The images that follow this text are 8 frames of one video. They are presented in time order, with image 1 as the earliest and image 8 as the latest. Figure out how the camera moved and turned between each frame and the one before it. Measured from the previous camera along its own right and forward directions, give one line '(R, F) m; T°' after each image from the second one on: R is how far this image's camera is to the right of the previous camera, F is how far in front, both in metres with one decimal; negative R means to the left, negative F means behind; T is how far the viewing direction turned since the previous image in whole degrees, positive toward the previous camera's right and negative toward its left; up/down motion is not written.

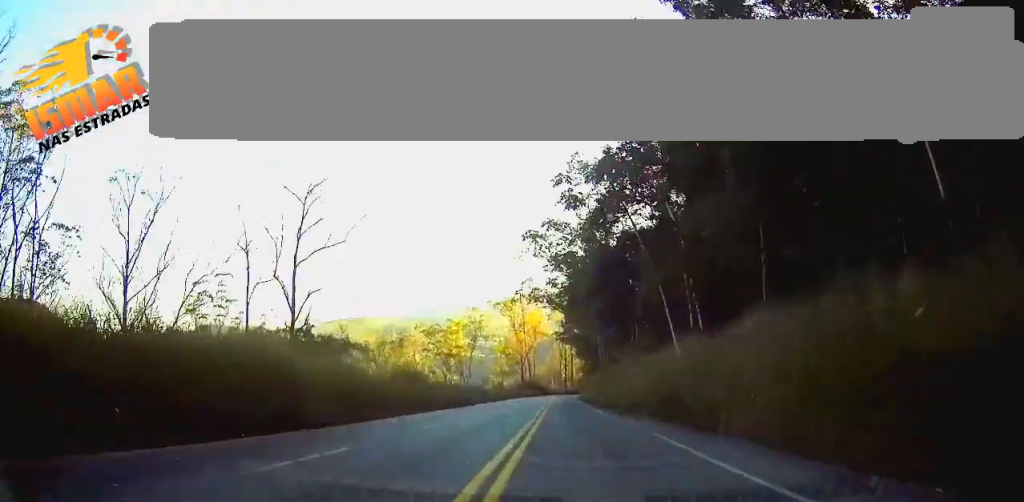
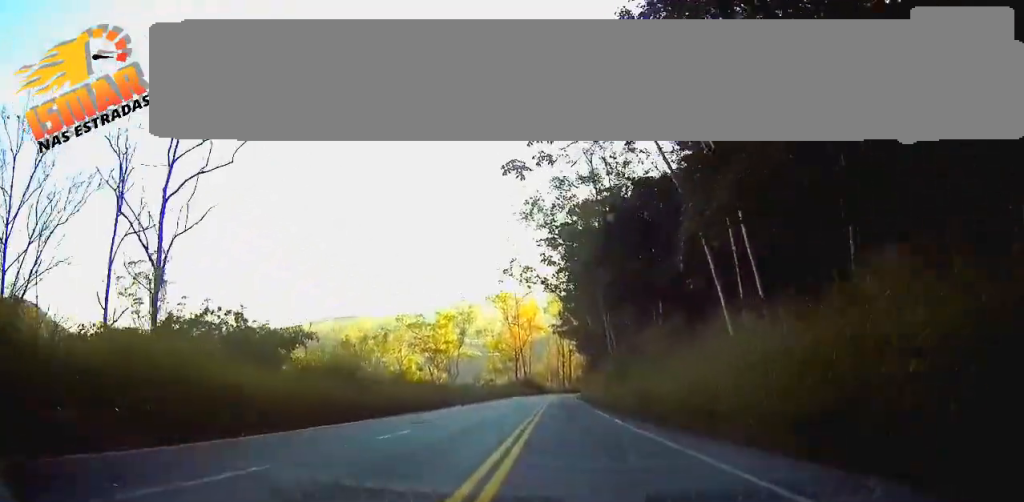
(0.0, +15.8) m; 0°
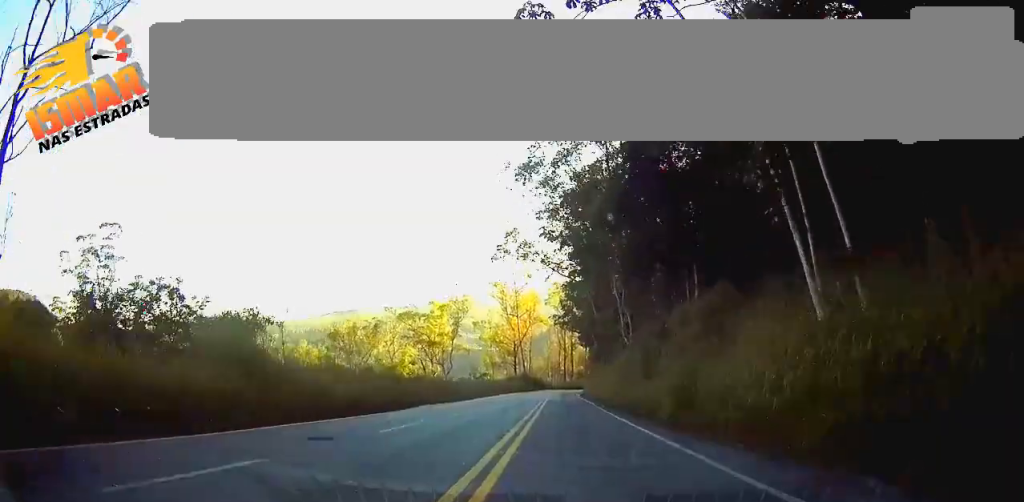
(0.0, +11.1) m; 0°
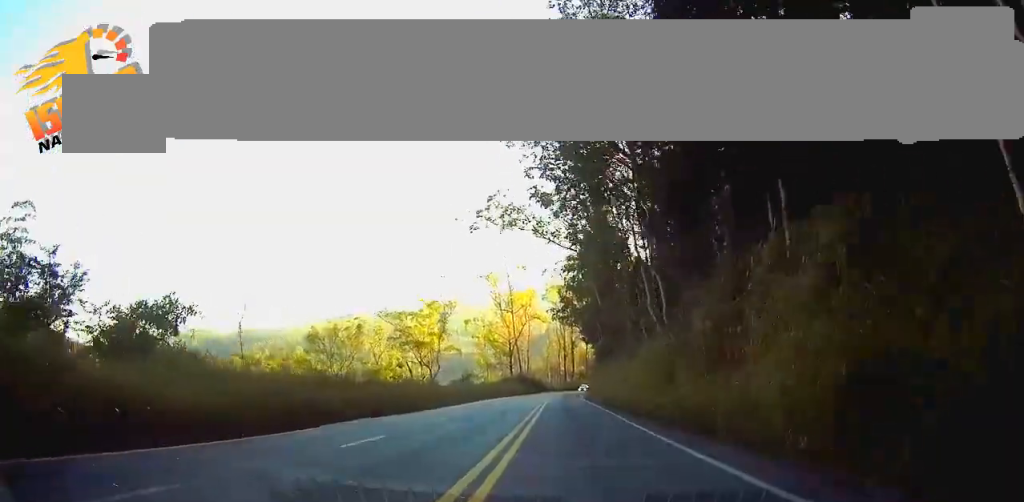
(-0.1, +14.5) m; 0°
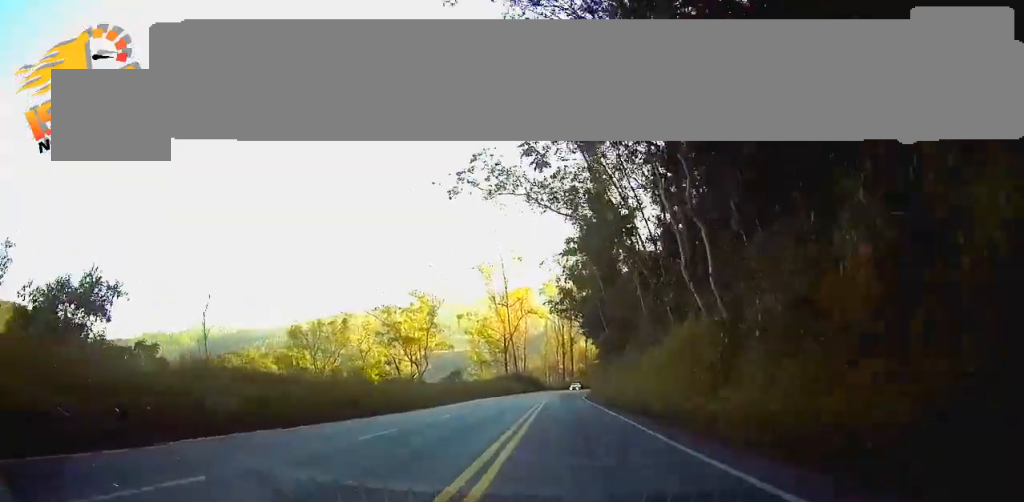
(0.0, +9.6) m; 0°
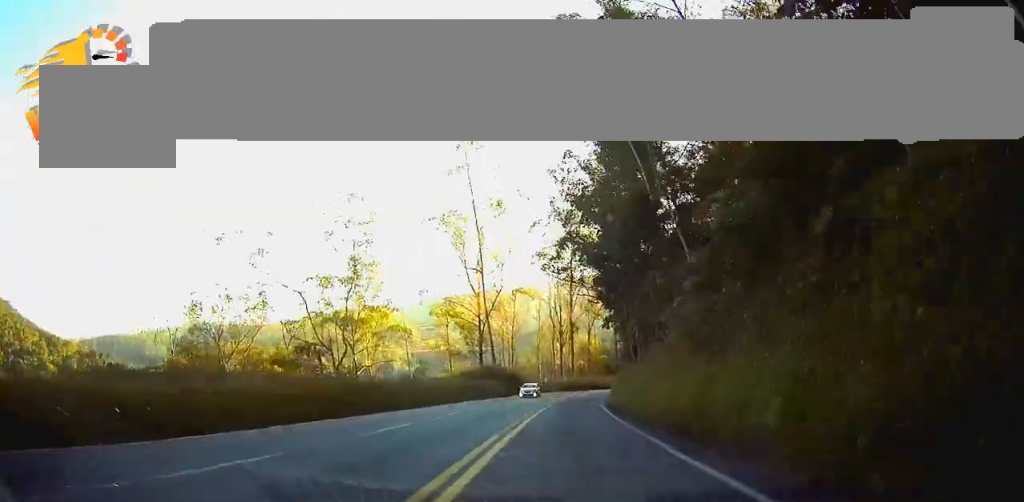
(+0.4, +43.3) m; +1°
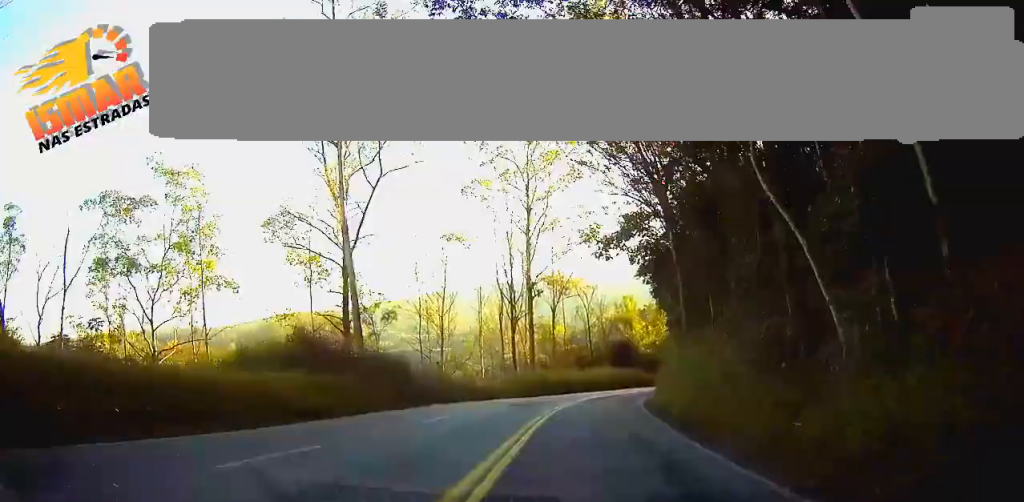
(+0.5, +54.7) m; +2°
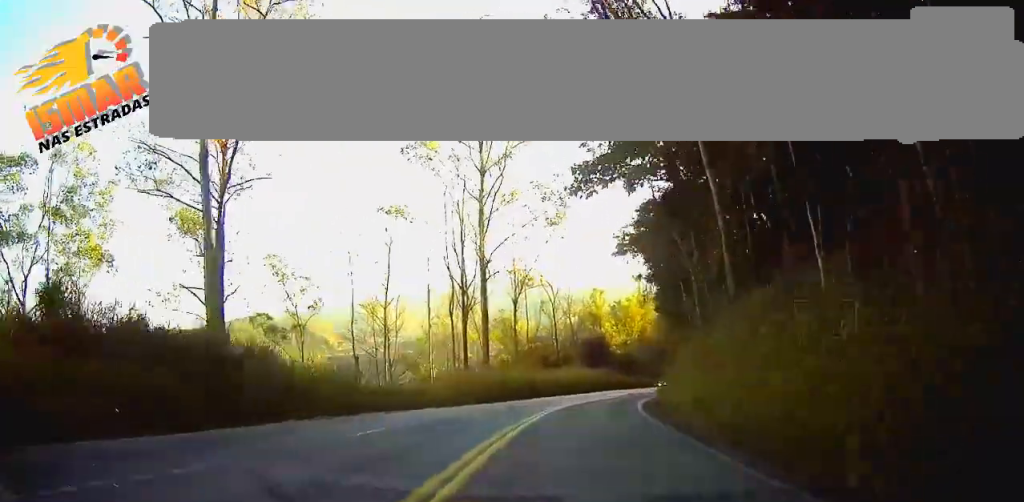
(+0.4, +16.5) m; +2°
